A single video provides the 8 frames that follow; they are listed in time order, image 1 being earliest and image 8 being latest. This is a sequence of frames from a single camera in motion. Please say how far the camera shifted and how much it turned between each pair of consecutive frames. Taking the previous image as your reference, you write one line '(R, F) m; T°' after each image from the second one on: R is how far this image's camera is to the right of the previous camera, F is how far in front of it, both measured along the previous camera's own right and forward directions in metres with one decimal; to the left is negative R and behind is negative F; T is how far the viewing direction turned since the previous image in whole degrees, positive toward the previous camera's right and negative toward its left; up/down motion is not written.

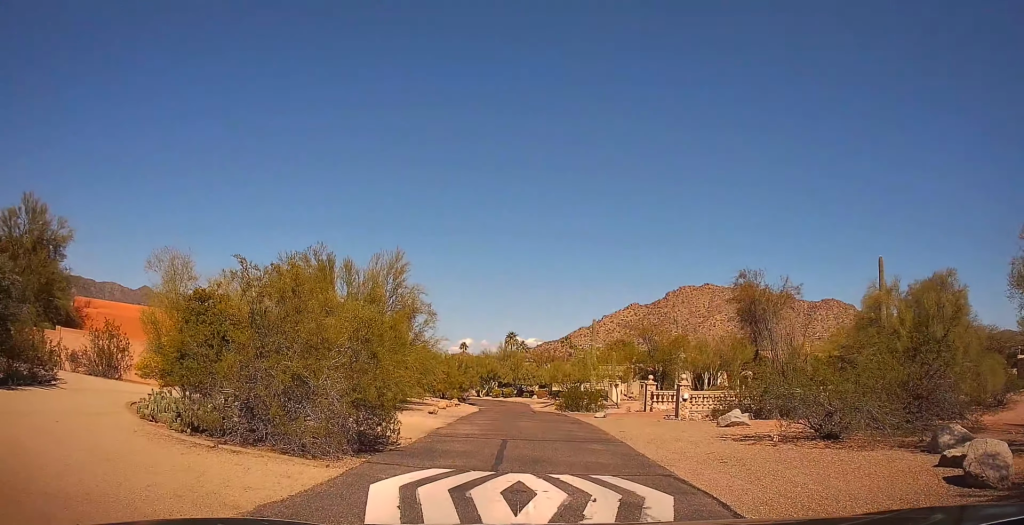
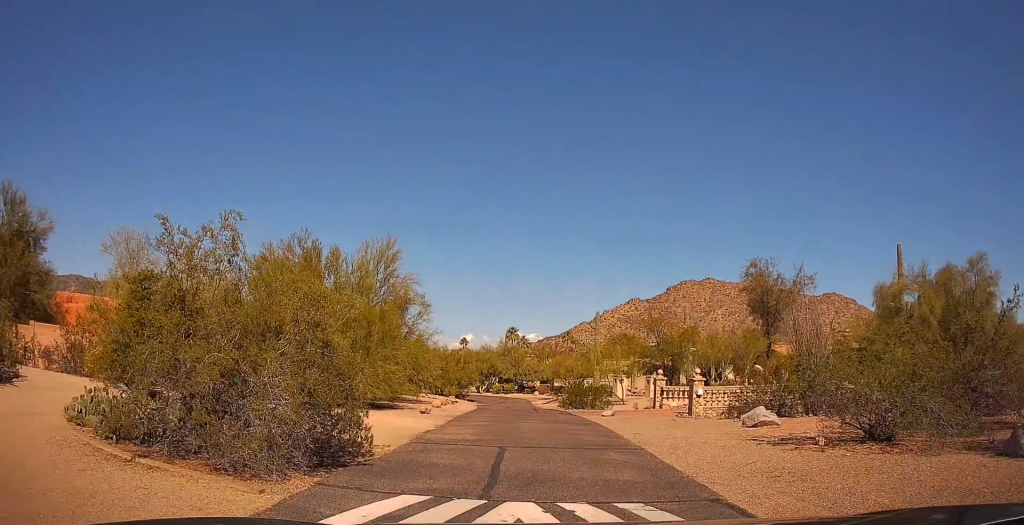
(+0.1, +2.4) m; +2°
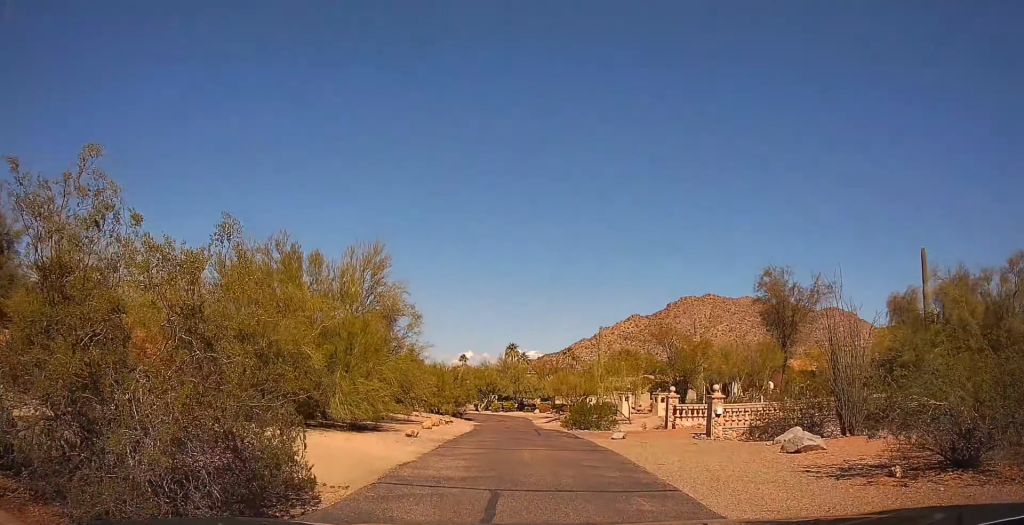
(+0.2, +2.9) m; +3°
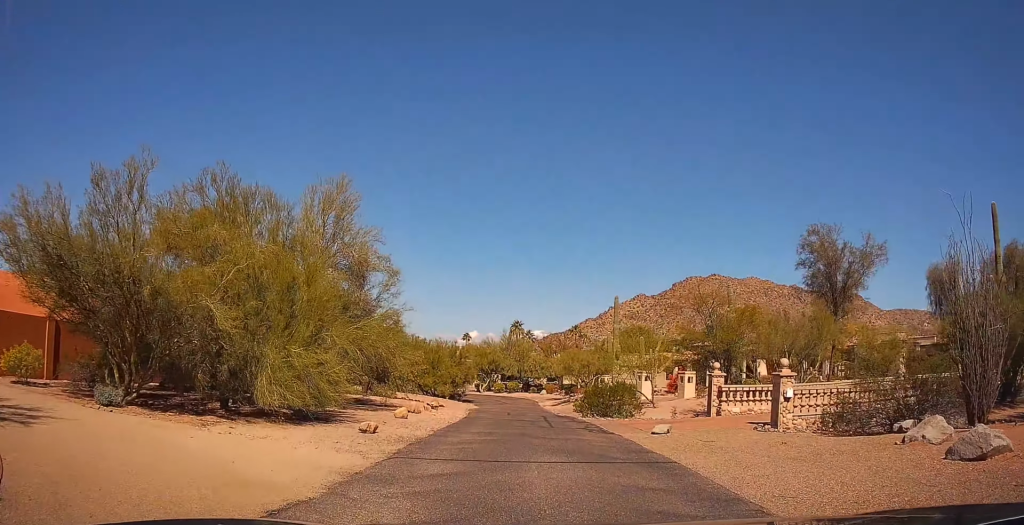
(0.0, +6.2) m; 0°
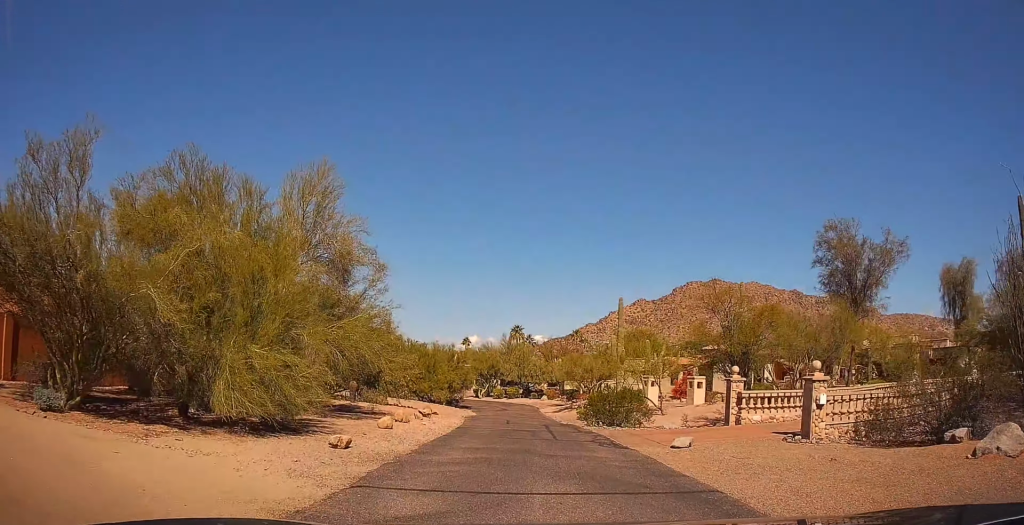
(0.0, +2.1) m; 0°
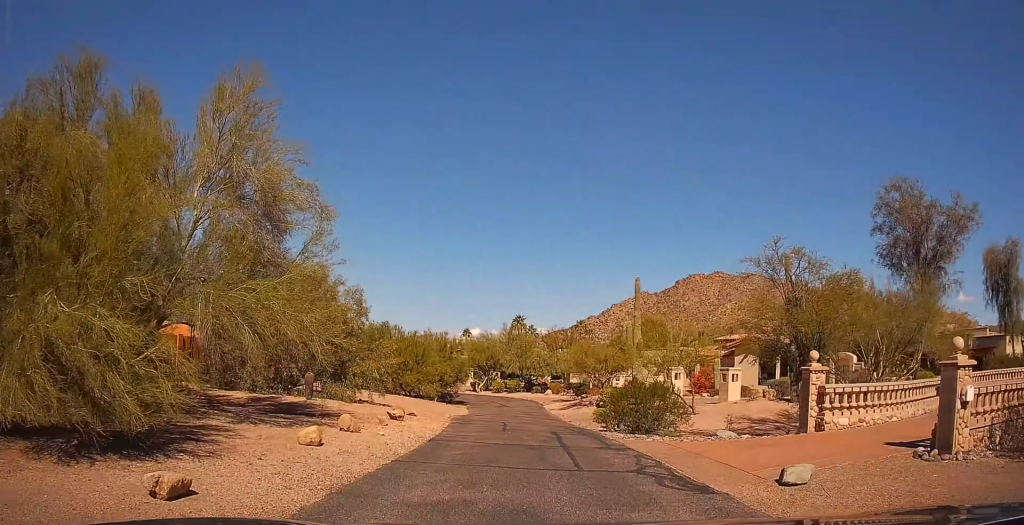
(0.0, +6.0) m; 0°
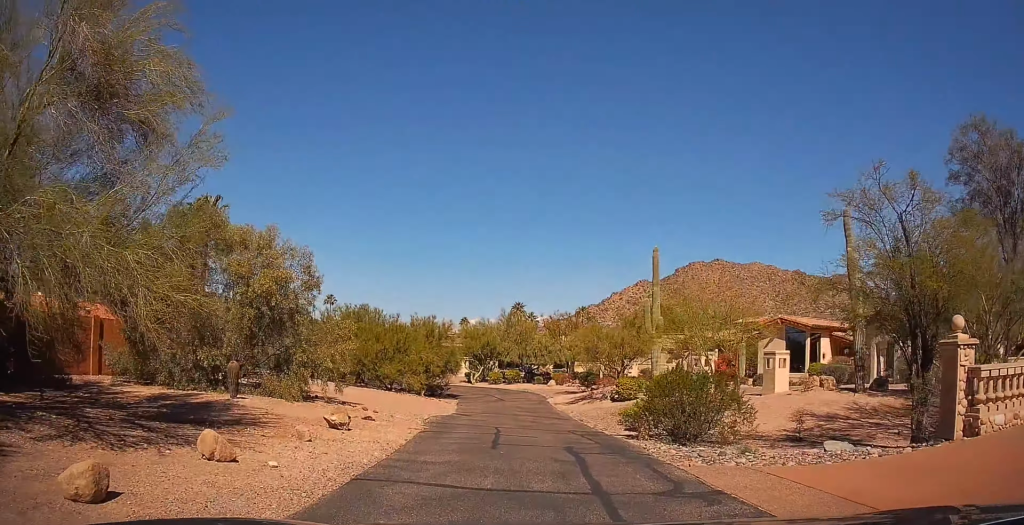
(0.0, +5.8) m; -1°
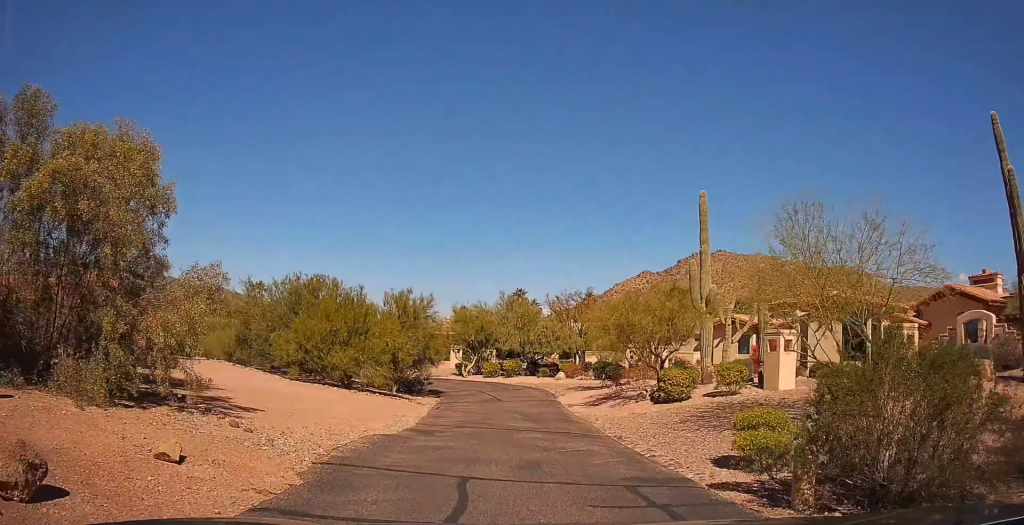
(-0.4, +9.2) m; -3°
